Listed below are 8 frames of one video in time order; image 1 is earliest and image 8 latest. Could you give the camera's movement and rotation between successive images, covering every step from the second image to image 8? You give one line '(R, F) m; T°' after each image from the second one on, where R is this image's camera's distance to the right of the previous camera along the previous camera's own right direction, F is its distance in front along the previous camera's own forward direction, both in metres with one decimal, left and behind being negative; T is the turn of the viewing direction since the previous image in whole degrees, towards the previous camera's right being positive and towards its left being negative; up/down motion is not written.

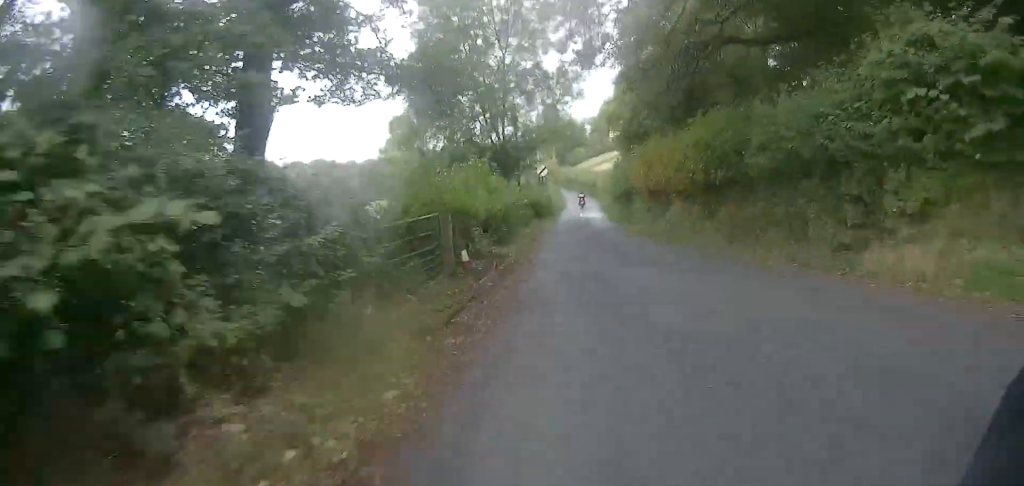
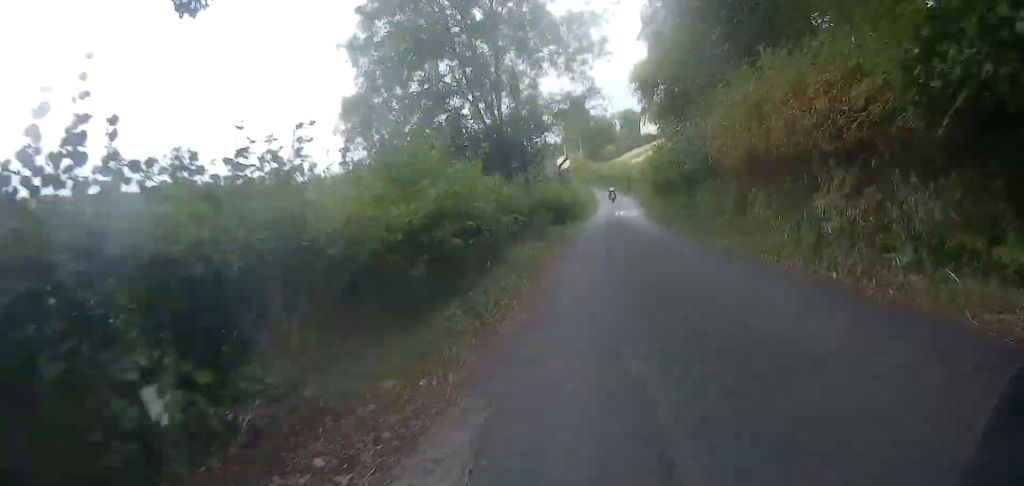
(+0.2, +9.5) m; +1°
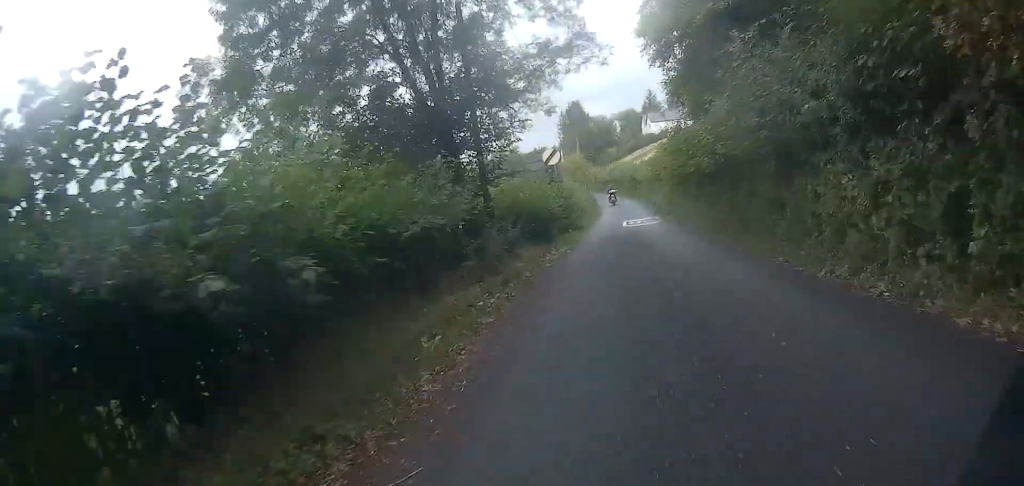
(+0.2, +8.2) m; -1°
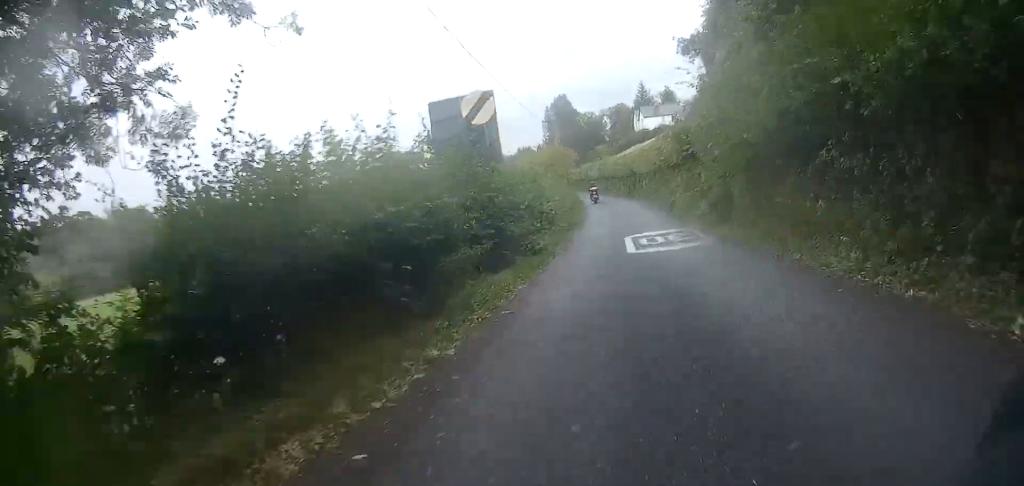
(-0.7, +14.0) m; -3°
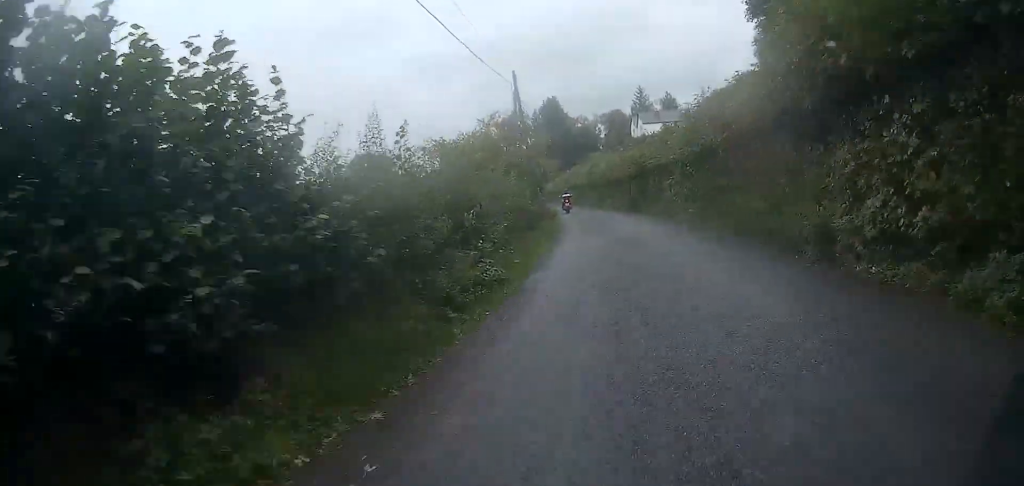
(-0.2, +18.3) m; -2°
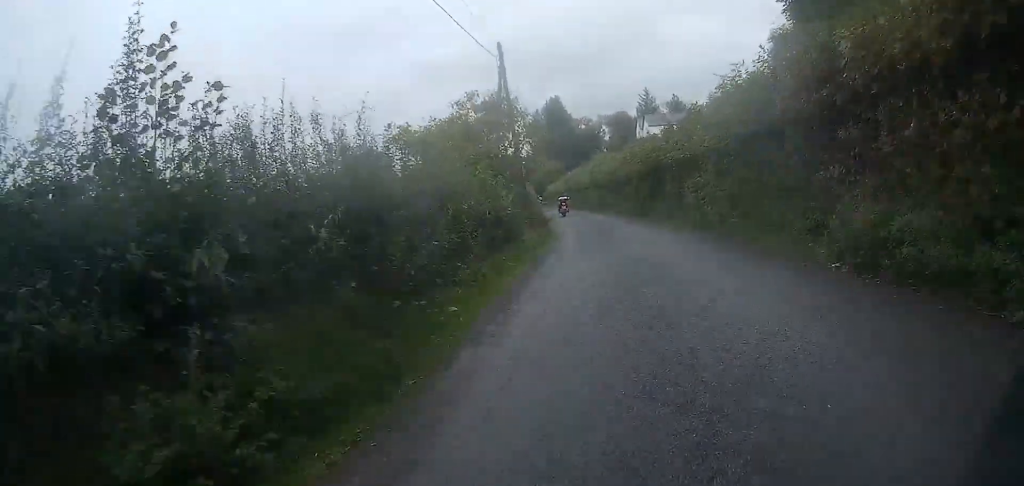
(0.0, +5.2) m; -1°
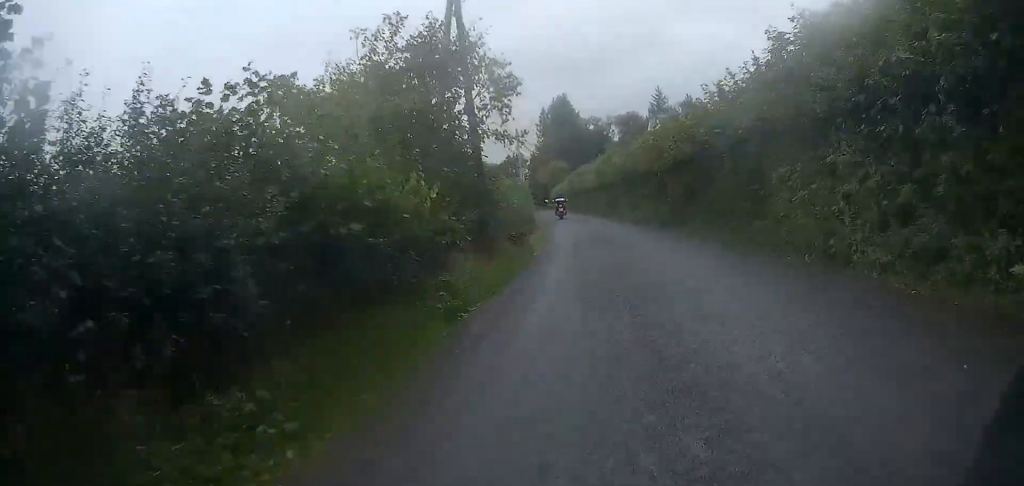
(-0.1, +8.5) m; -2°
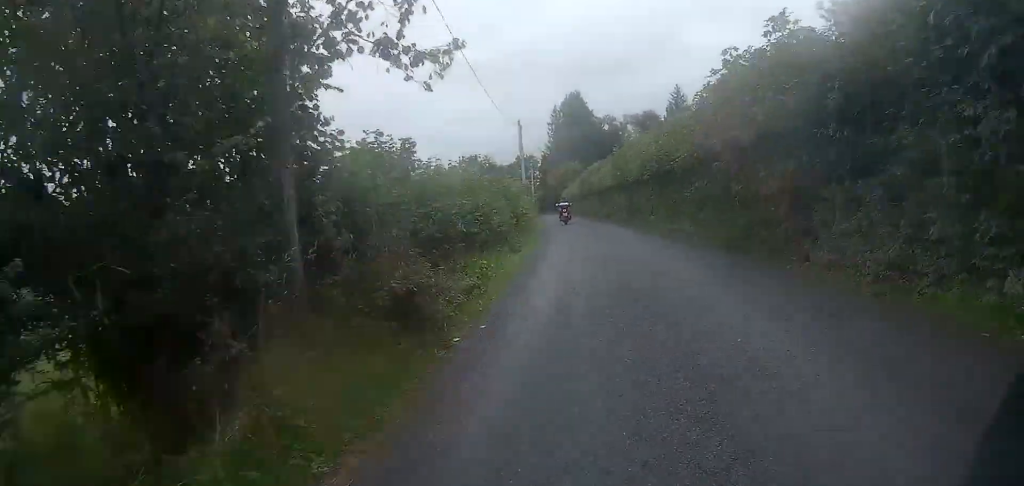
(-0.1, +8.3) m; -1°
